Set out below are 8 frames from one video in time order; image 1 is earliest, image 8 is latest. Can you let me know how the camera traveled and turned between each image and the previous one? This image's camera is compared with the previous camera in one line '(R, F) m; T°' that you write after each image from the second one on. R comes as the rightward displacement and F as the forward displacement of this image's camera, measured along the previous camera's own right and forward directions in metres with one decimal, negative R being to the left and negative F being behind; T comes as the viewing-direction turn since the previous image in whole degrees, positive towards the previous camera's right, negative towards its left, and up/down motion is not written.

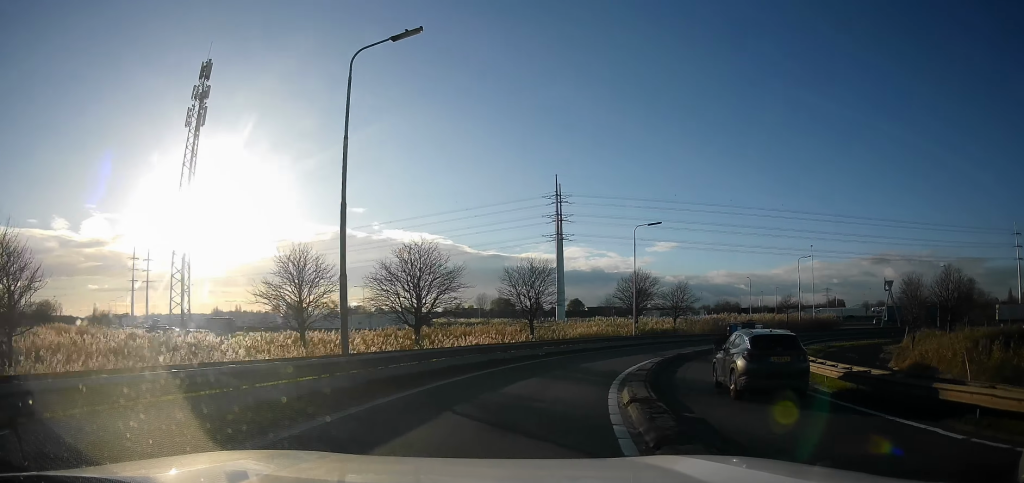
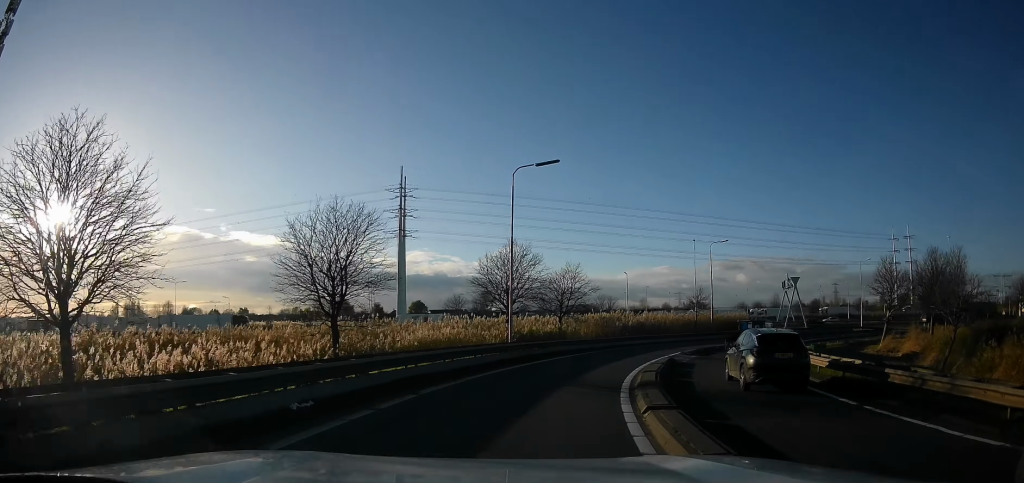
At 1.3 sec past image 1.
(+2.0, +16.8) m; +17°
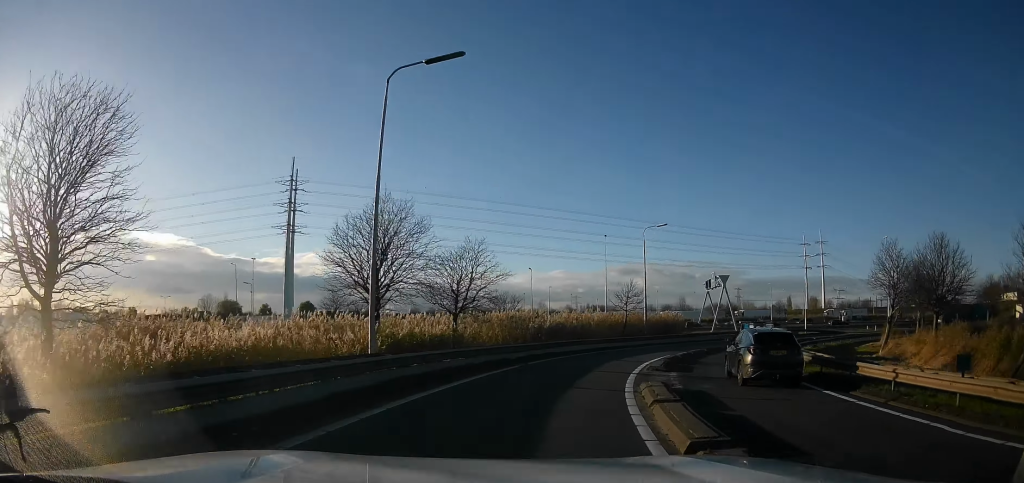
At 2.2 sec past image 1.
(+1.2, +10.9) m; +12°
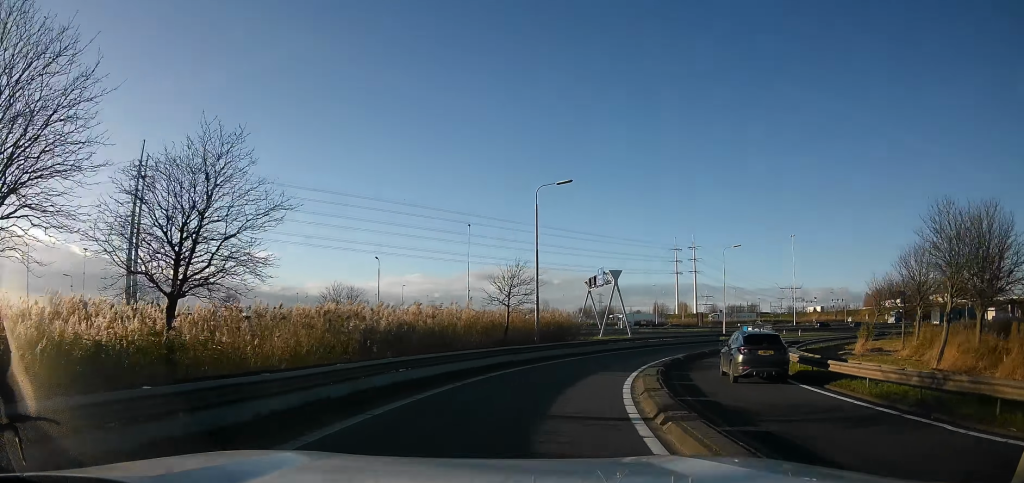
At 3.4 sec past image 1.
(+1.9, +14.7) m; +18°
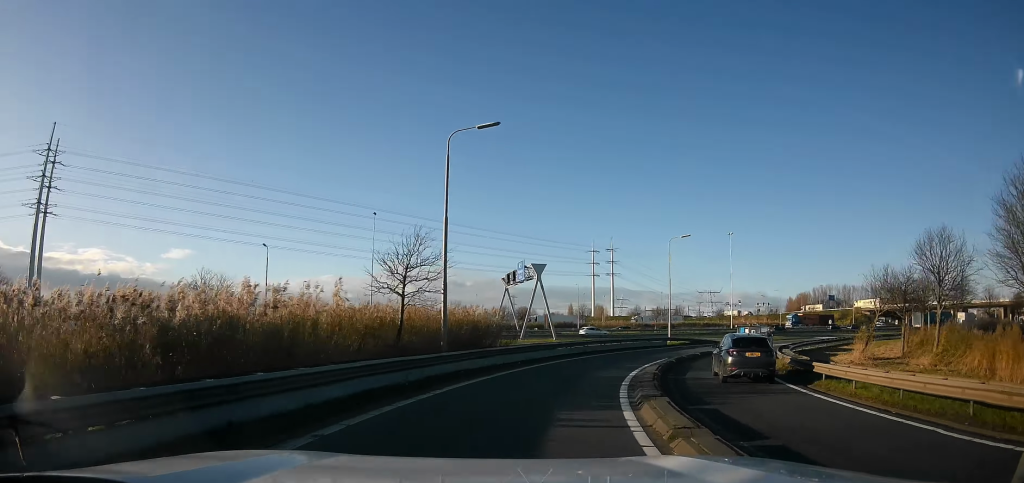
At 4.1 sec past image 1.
(+1.2, +8.7) m; +10°
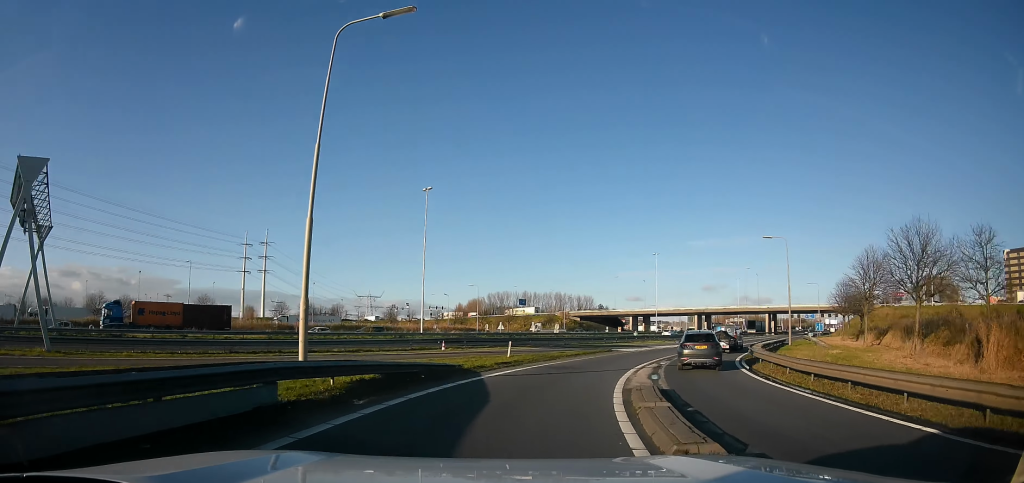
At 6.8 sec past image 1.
(+10.6, +34.3) m; +40°
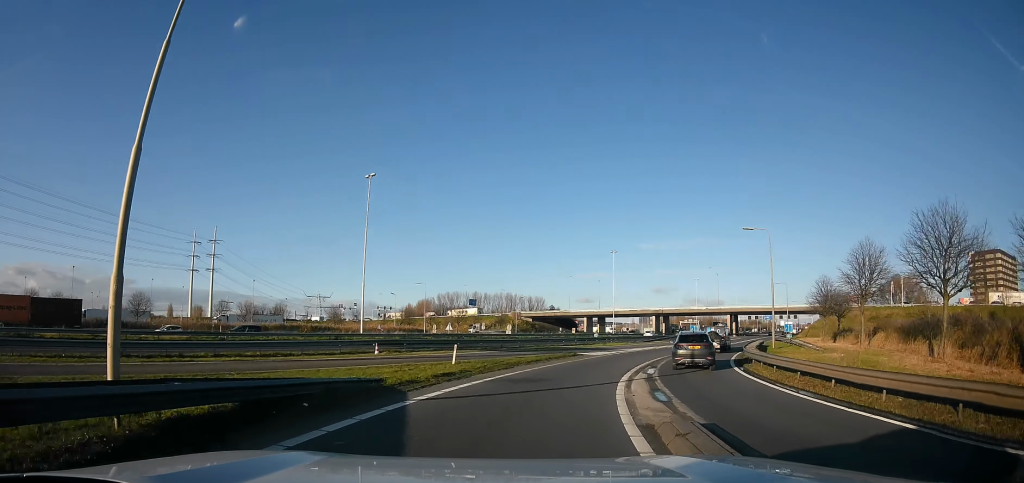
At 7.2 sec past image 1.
(+0.6, +5.6) m; +7°
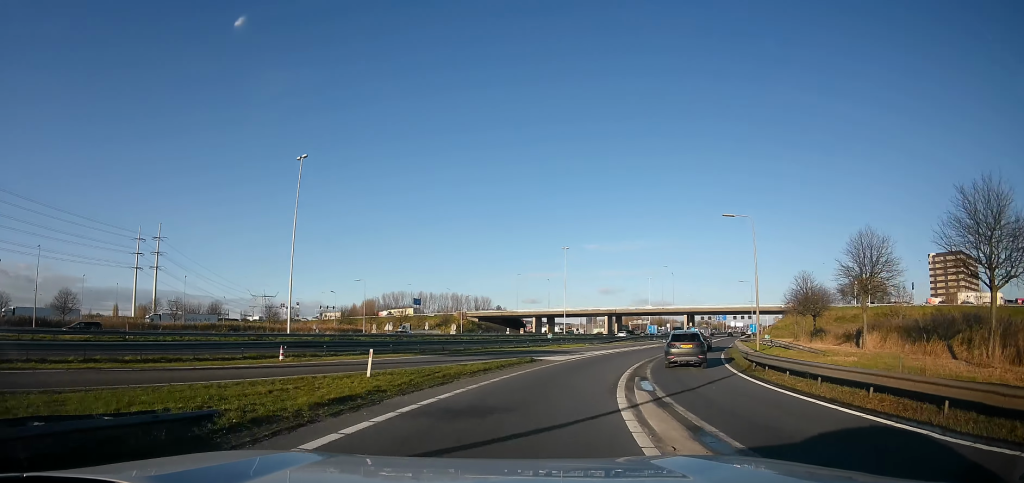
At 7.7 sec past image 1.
(+0.2, +6.1) m; +7°
